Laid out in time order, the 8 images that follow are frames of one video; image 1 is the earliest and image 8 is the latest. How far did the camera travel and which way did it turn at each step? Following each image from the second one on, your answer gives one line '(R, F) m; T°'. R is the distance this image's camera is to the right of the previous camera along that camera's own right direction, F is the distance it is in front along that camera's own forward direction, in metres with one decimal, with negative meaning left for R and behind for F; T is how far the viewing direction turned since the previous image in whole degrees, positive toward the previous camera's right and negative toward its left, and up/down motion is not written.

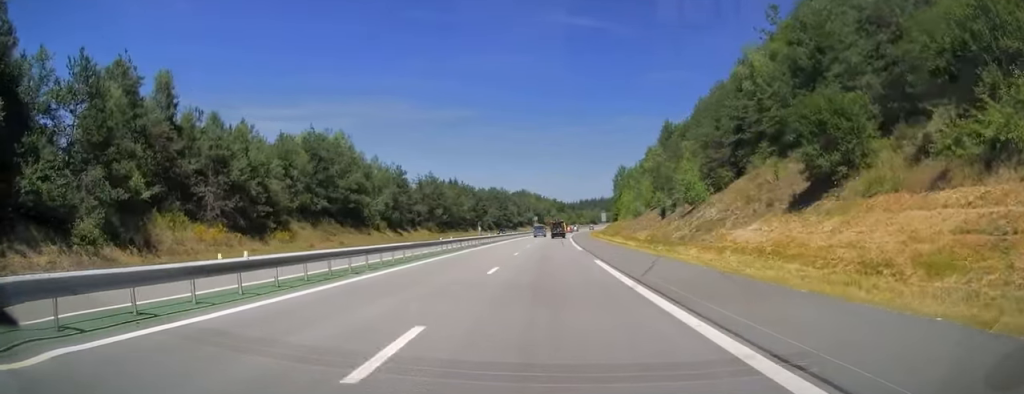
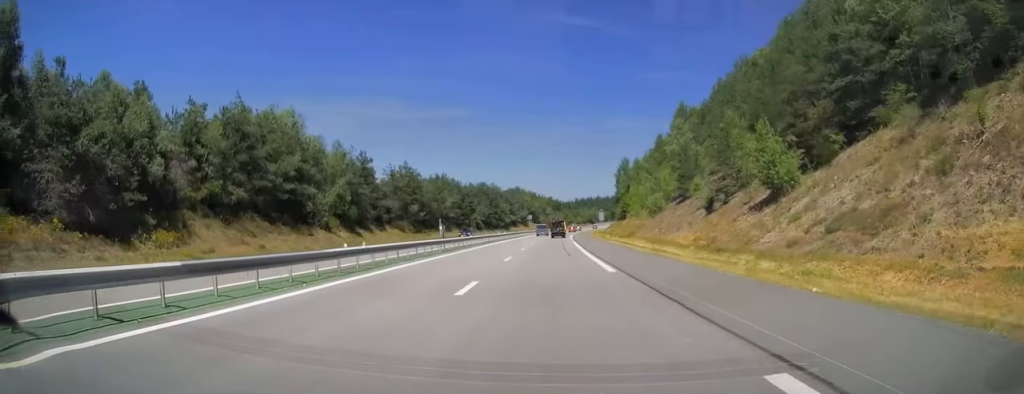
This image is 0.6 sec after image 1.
(+0.1, +18.9) m; +1°
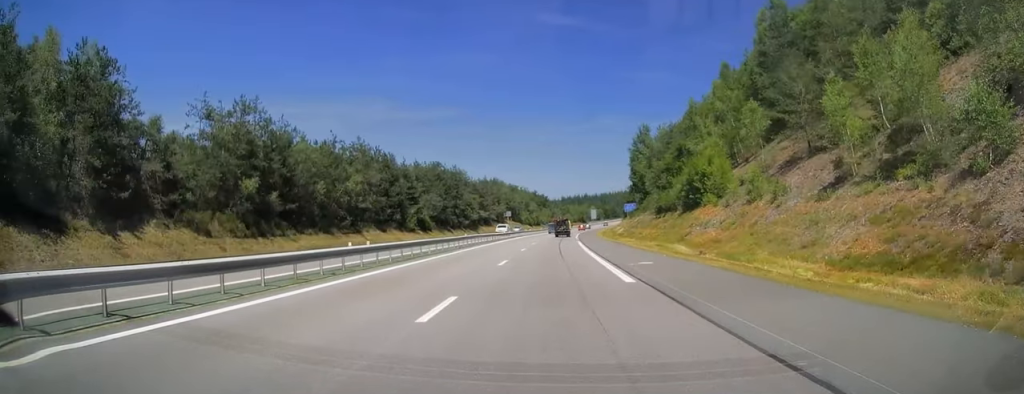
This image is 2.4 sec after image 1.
(+0.6, +55.5) m; +1°
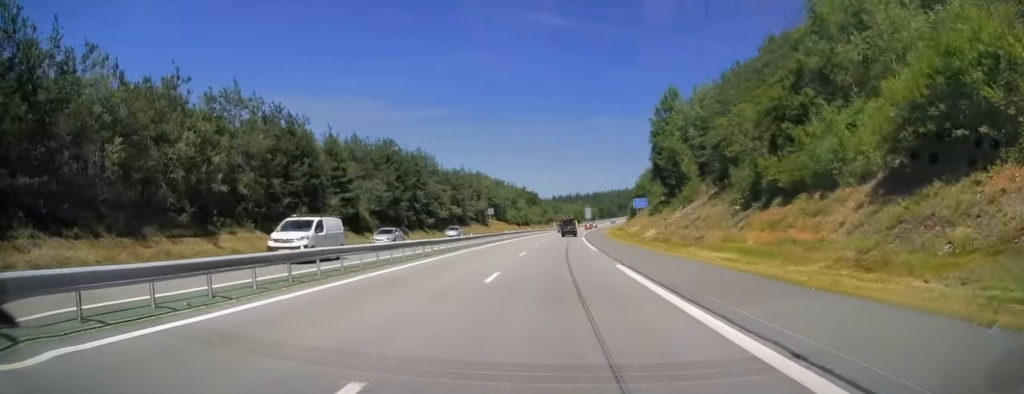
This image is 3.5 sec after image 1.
(+0.2, +33.0) m; +1°
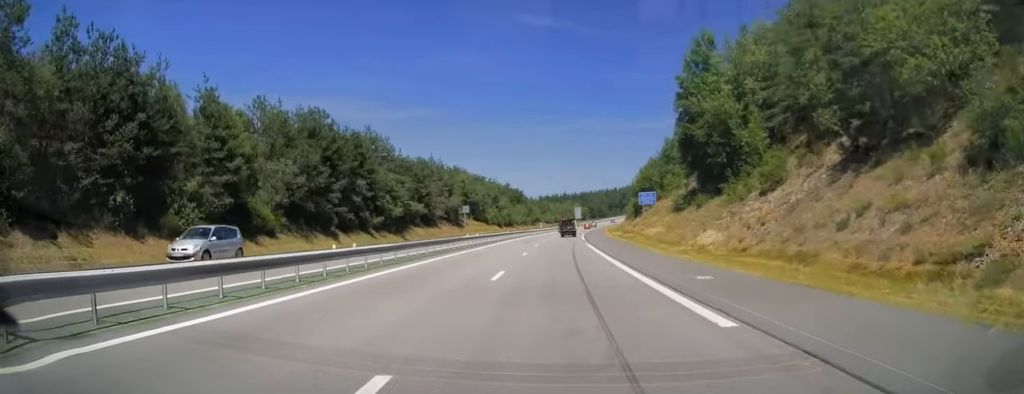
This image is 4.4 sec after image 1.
(+0.5, +25.5) m; +1°
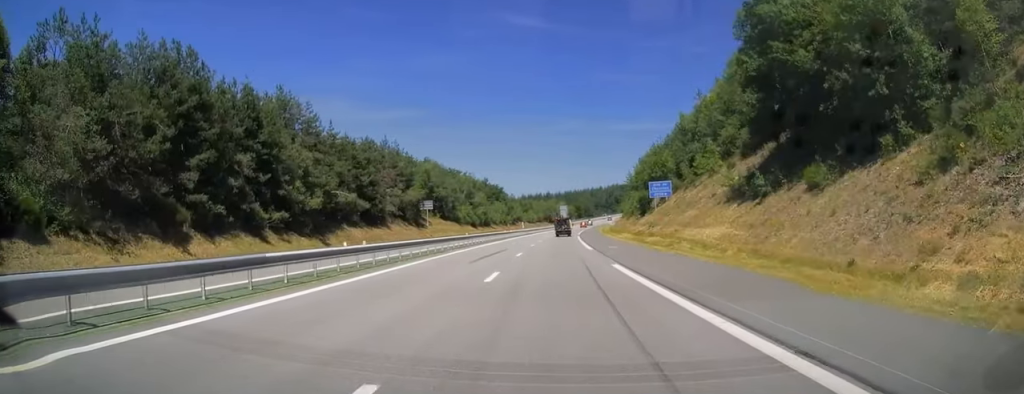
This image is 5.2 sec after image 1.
(+0.2, +26.4) m; +1°
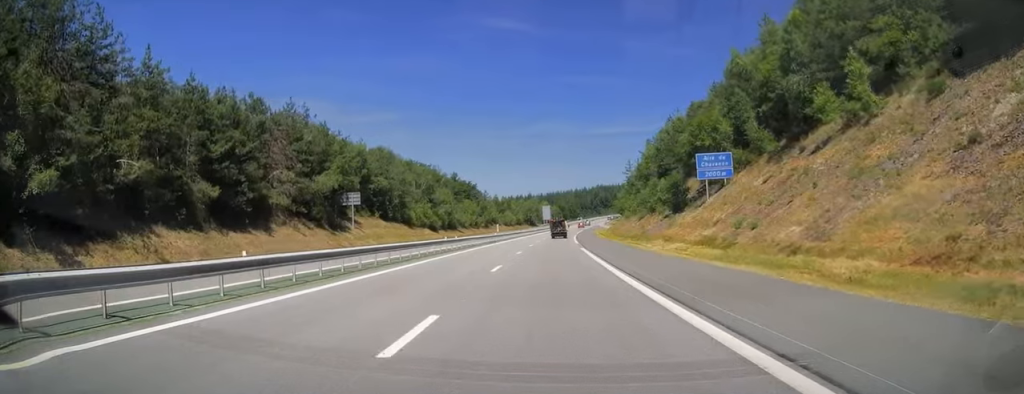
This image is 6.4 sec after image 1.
(+0.5, +34.7) m; +2°
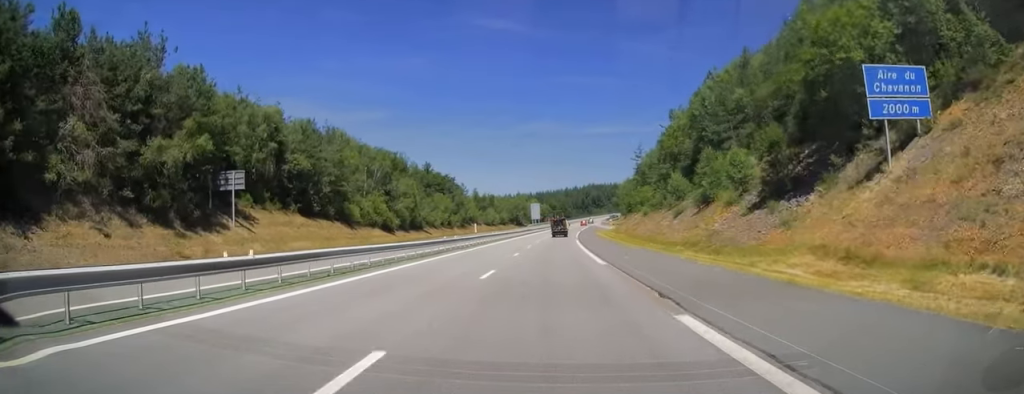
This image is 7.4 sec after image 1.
(+0.5, +28.7) m; +1°
